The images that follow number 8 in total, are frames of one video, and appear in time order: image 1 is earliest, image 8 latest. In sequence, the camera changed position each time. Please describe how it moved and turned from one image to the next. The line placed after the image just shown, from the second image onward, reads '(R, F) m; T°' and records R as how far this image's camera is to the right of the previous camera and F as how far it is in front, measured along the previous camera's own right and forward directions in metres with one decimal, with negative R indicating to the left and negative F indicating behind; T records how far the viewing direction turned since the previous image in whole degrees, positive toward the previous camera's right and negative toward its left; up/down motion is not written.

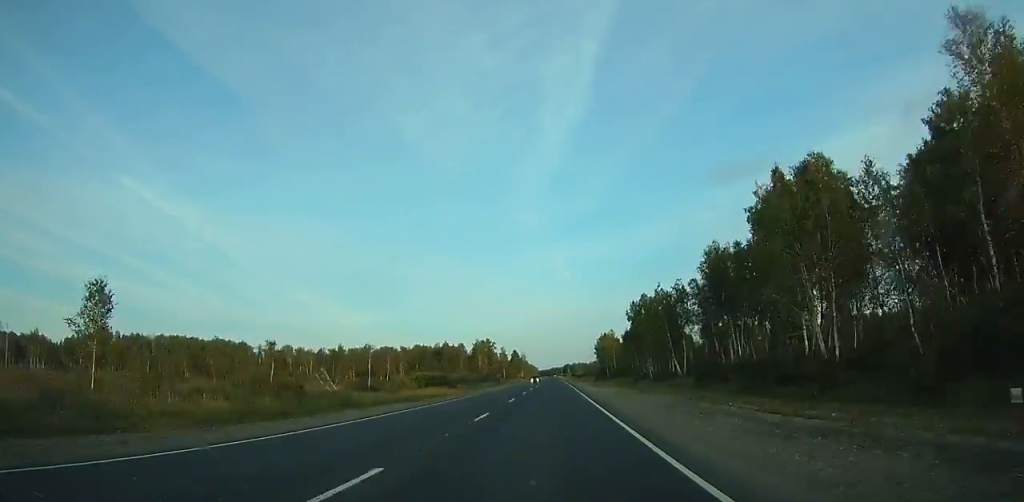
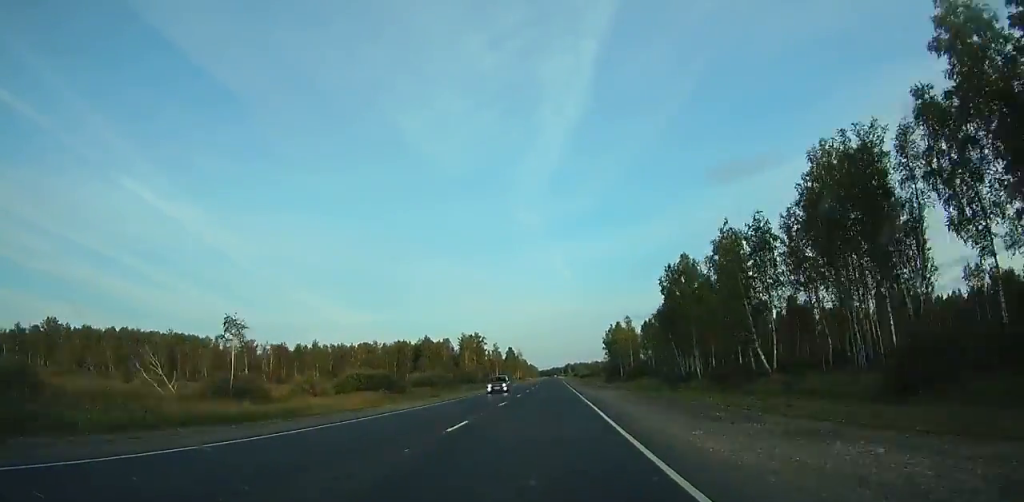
(+0.2, +38.1) m; 0°
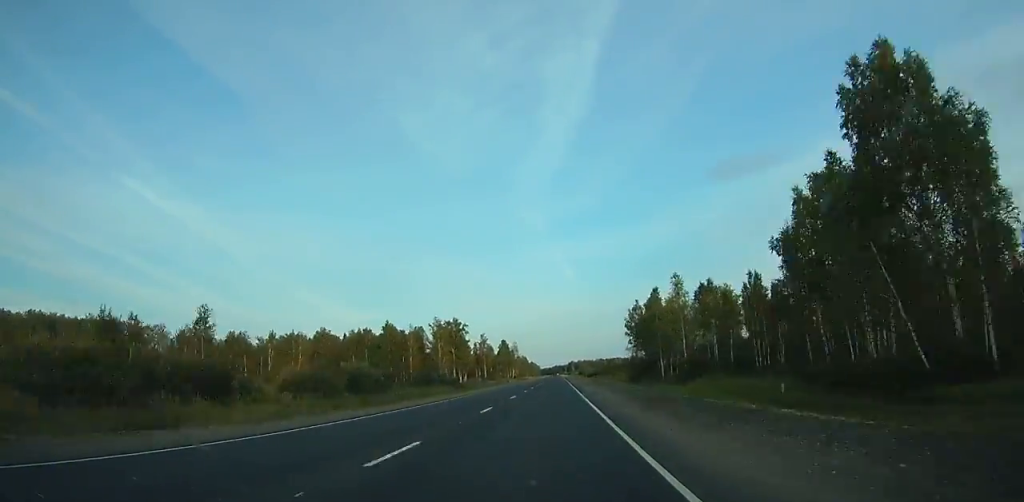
(+0.1, +52.1) m; 0°
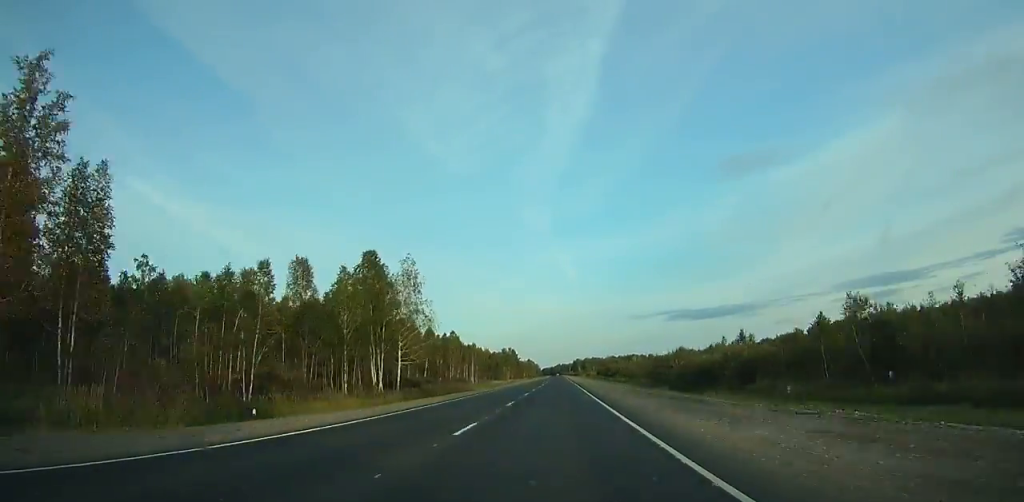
(-0.6, +196.3) m; -1°
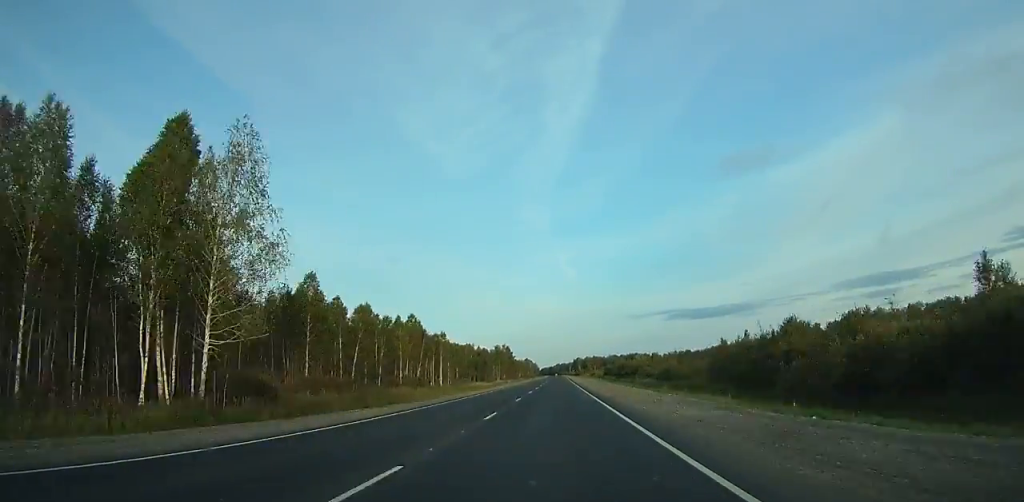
(-0.1, +42.6) m; 0°
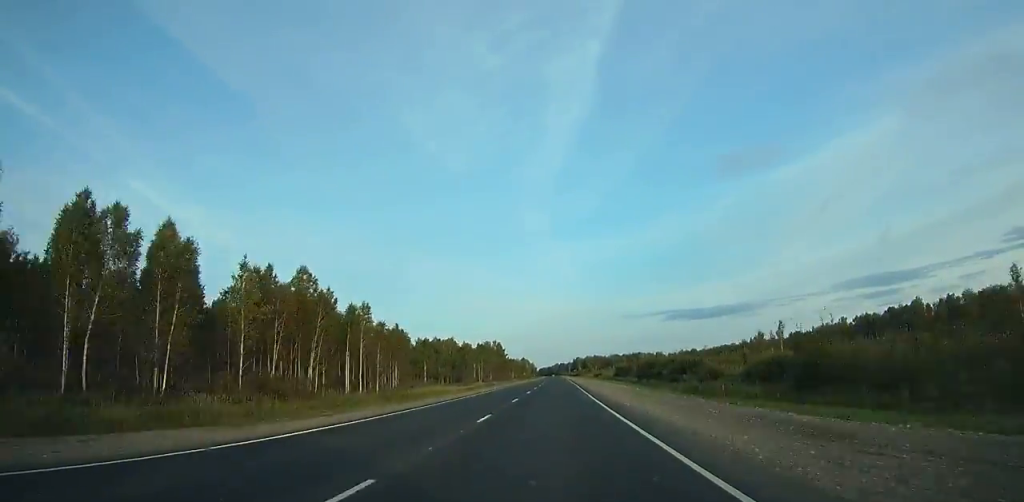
(0.0, +48.7) m; 0°
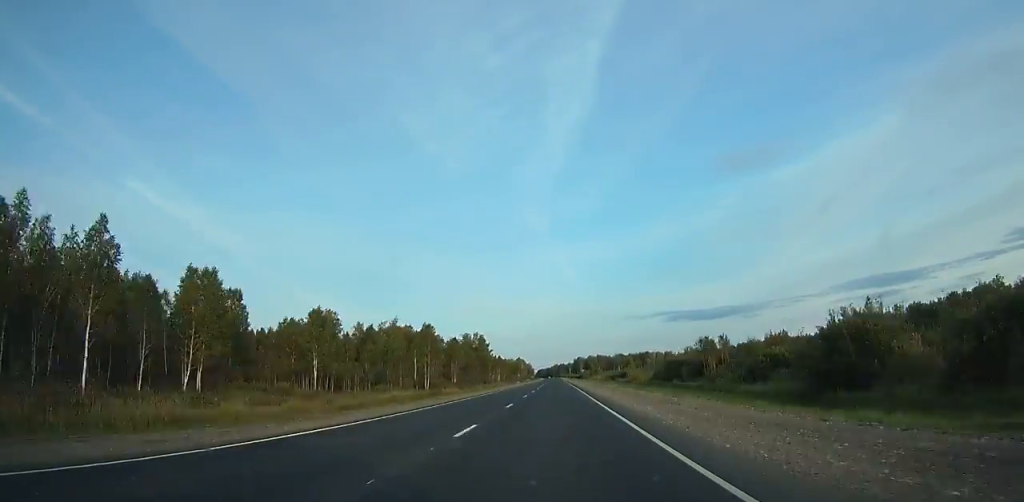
(0.0, +75.0) m; 0°
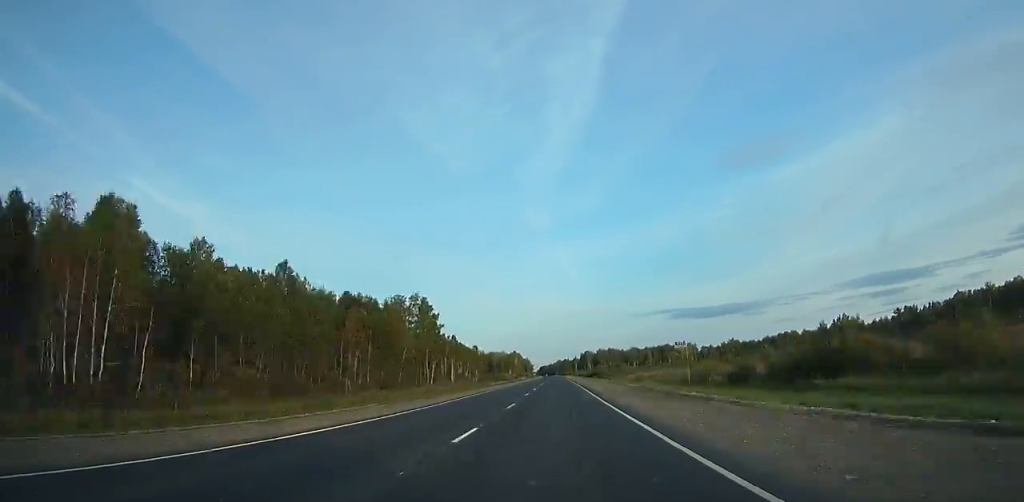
(+0.1, +119.6) m; 0°
